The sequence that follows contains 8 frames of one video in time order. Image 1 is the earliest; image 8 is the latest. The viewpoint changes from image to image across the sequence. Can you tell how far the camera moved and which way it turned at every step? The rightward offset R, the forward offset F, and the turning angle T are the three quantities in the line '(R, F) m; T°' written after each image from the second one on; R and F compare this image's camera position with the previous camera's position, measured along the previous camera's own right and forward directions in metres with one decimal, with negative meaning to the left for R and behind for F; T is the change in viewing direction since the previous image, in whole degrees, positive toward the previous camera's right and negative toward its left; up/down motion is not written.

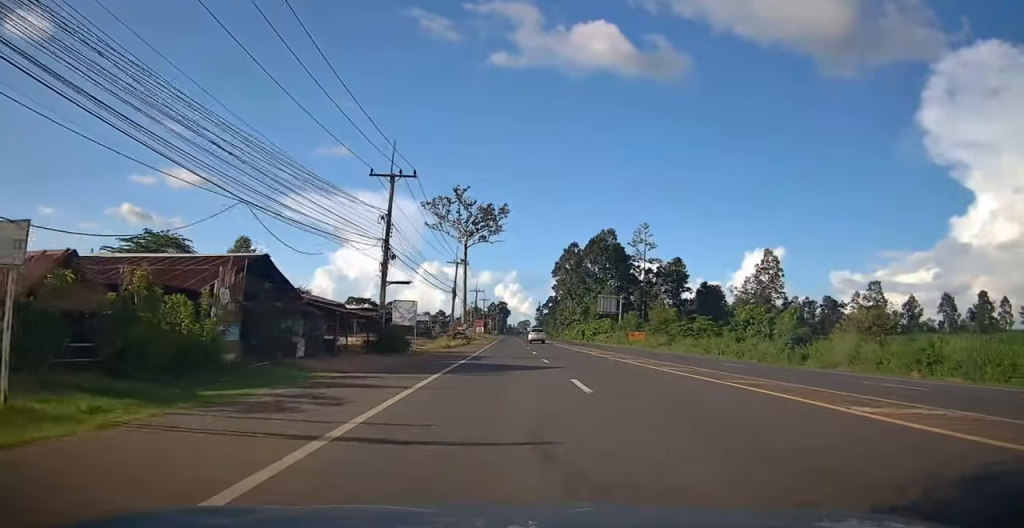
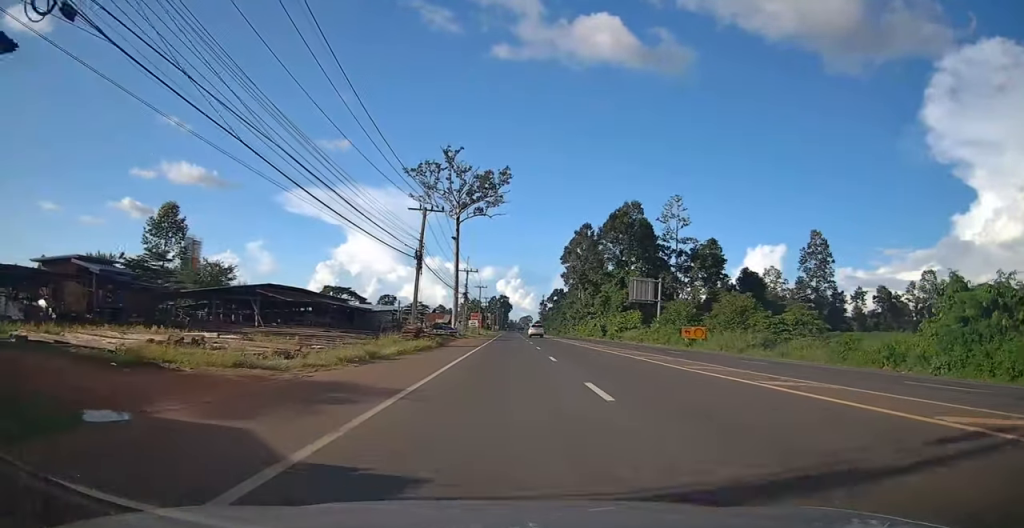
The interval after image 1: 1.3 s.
(+0.5, +23.7) m; 0°
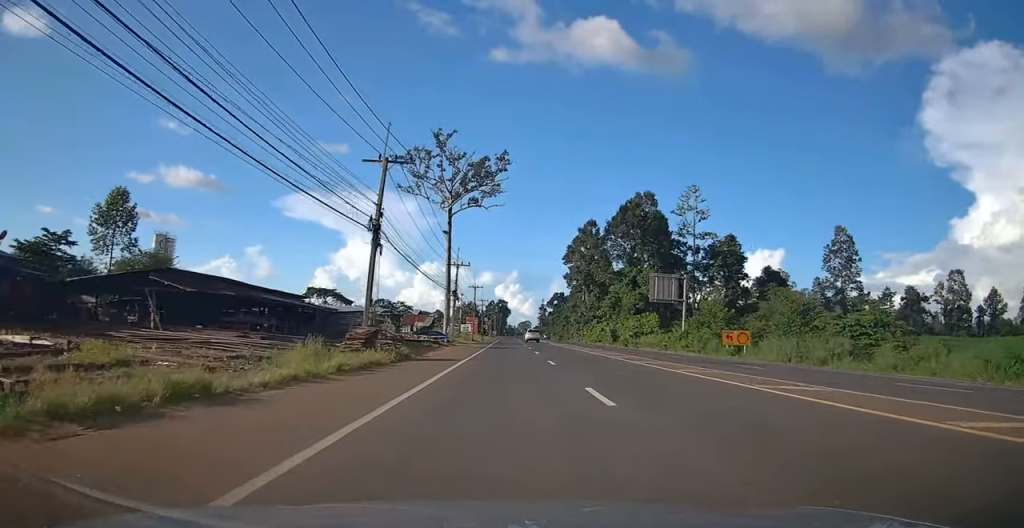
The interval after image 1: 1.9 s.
(-0.2, +10.4) m; 0°
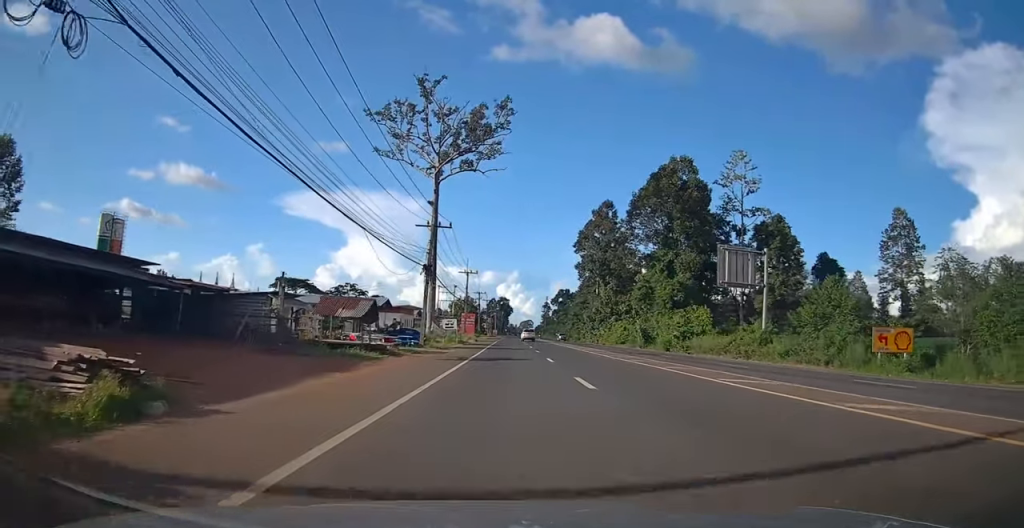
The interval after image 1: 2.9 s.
(+0.1, +18.1) m; +1°
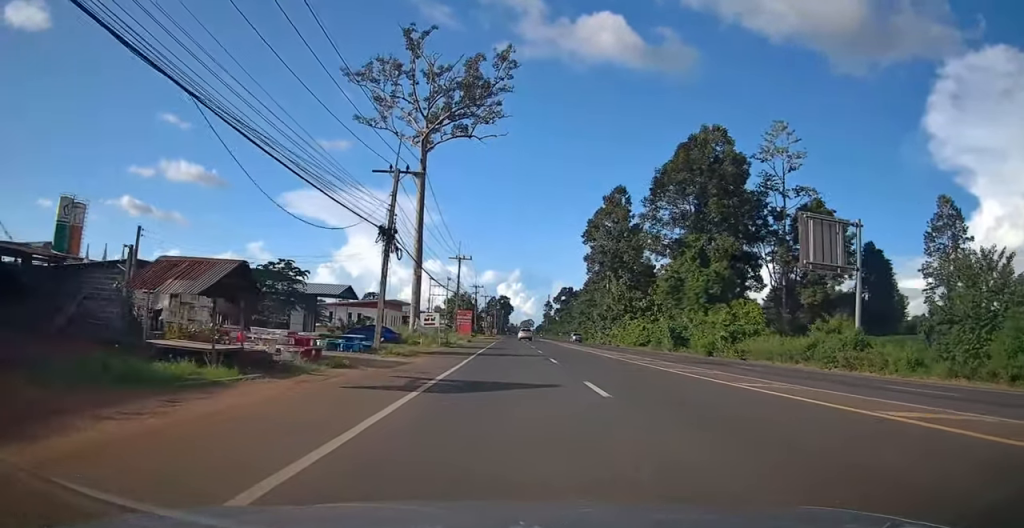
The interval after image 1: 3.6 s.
(0.0, +12.4) m; 0°
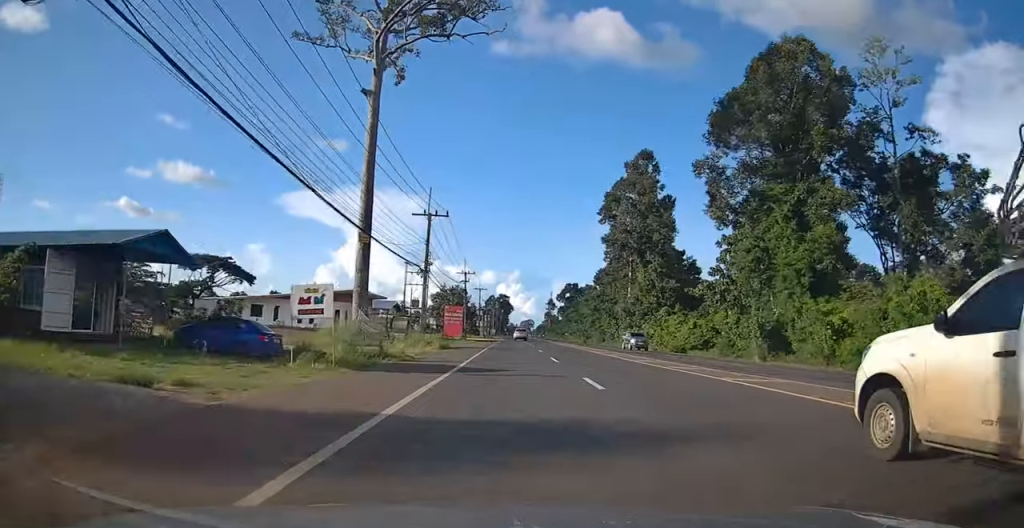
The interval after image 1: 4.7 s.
(-0.2, +23.7) m; -1°
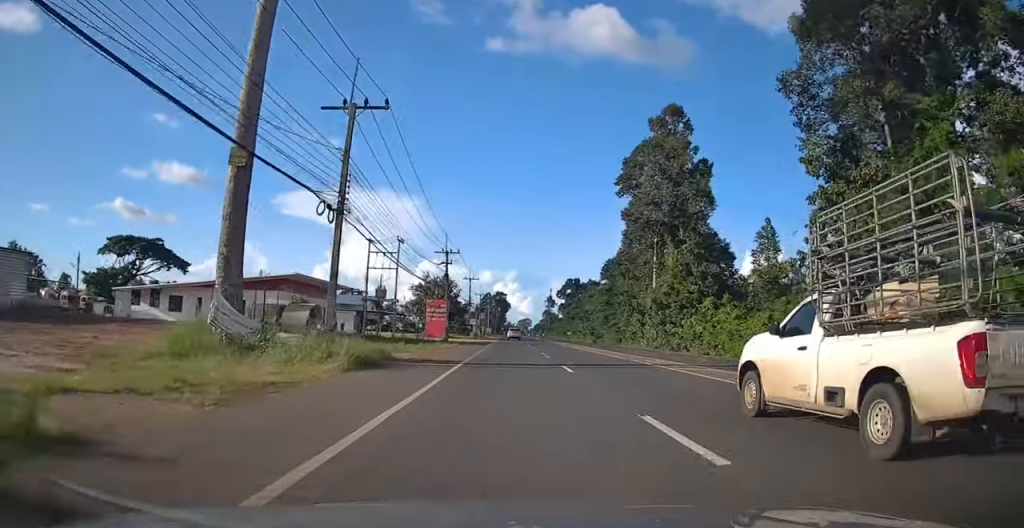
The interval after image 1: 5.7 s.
(0.0, +21.7) m; 0°
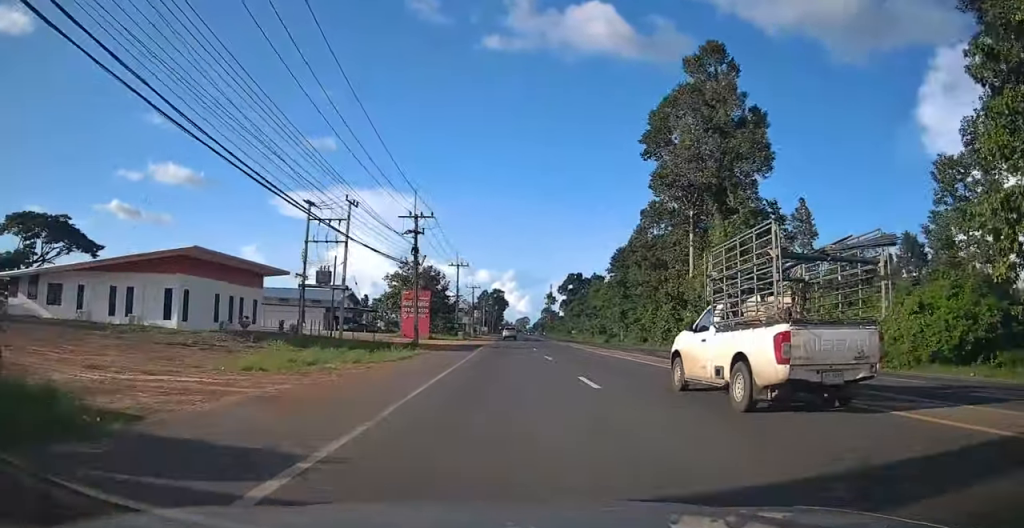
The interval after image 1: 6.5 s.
(0.0, +20.2) m; 0°
